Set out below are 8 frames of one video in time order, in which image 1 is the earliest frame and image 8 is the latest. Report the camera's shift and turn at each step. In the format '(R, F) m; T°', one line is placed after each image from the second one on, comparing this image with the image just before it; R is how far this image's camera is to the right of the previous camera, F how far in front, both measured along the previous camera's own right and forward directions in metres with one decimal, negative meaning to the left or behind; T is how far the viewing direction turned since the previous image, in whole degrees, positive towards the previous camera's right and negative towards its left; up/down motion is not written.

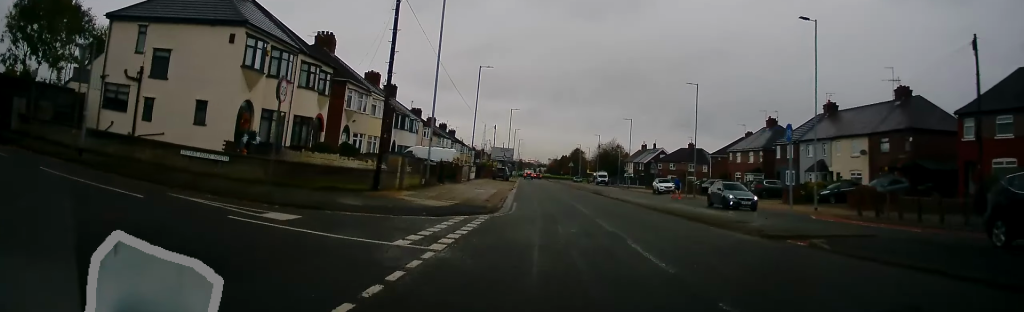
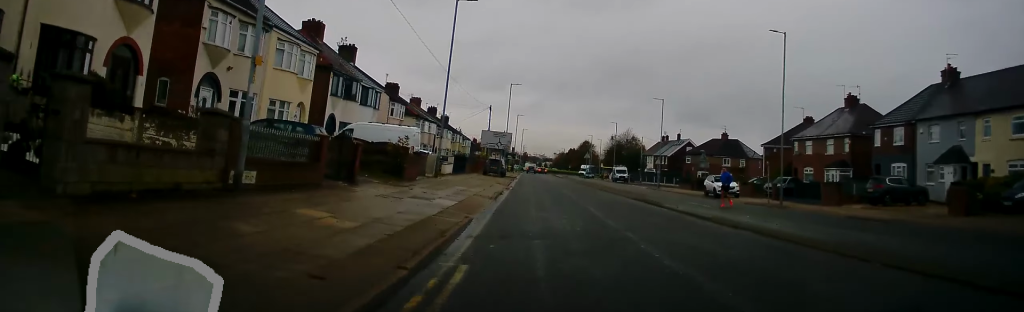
(-0.7, +18.9) m; -2°
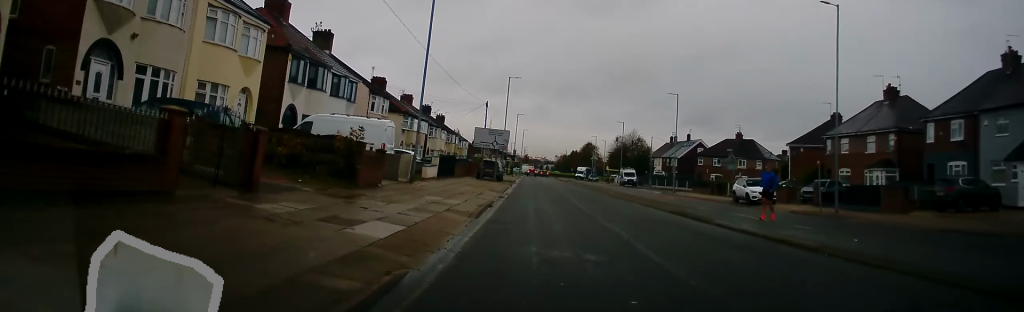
(0.0, +6.7) m; 0°
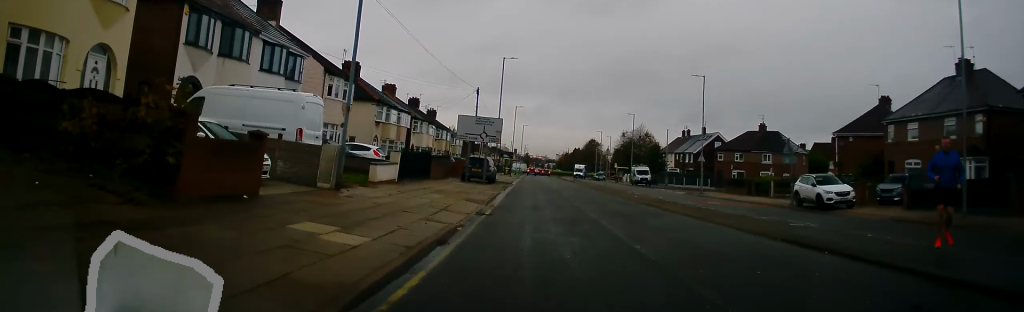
(0.0, +9.9) m; 0°
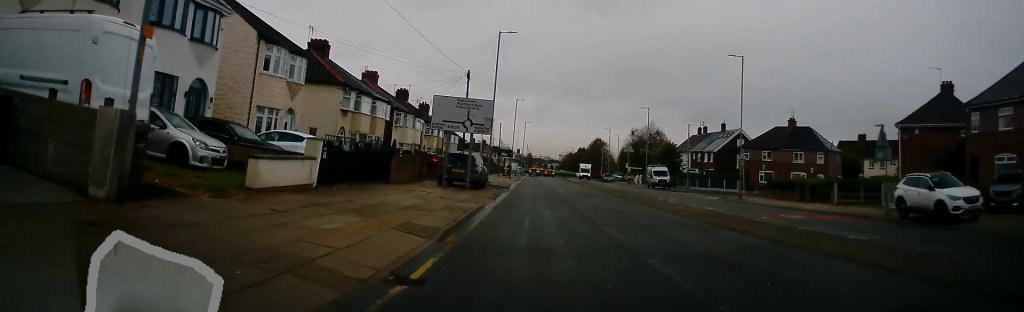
(0.0, +9.5) m; 0°
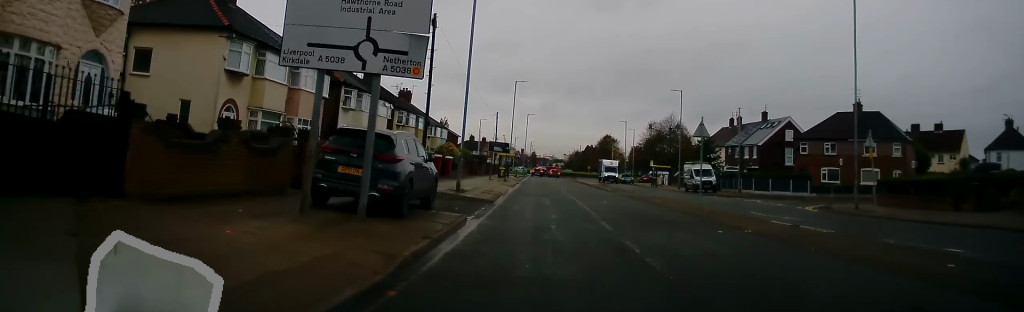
(0.0, +16.2) m; 0°
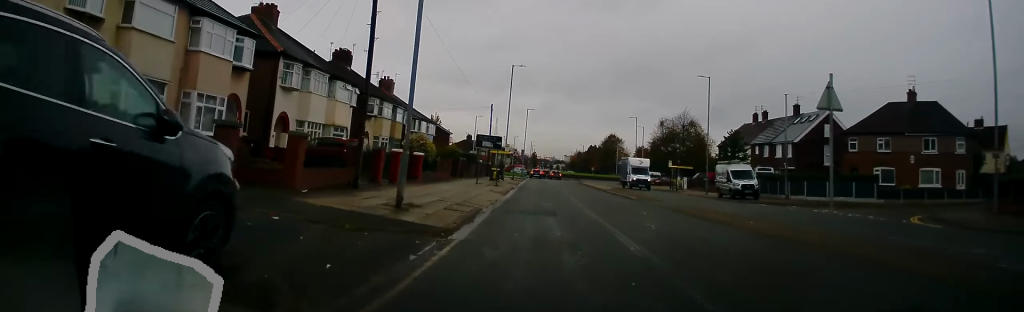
(0.0, +10.0) m; 0°
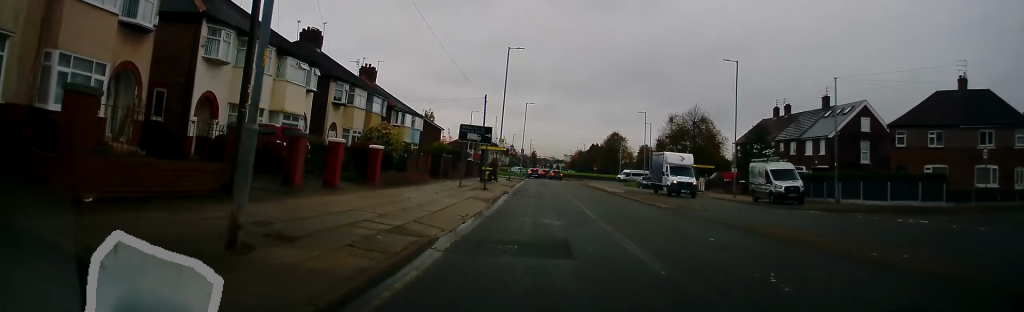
(0.0, +7.5) m; 0°
